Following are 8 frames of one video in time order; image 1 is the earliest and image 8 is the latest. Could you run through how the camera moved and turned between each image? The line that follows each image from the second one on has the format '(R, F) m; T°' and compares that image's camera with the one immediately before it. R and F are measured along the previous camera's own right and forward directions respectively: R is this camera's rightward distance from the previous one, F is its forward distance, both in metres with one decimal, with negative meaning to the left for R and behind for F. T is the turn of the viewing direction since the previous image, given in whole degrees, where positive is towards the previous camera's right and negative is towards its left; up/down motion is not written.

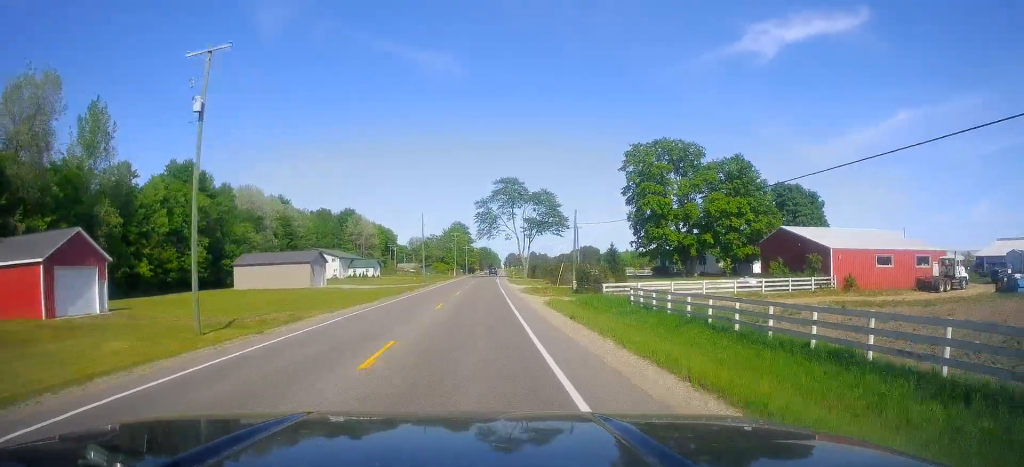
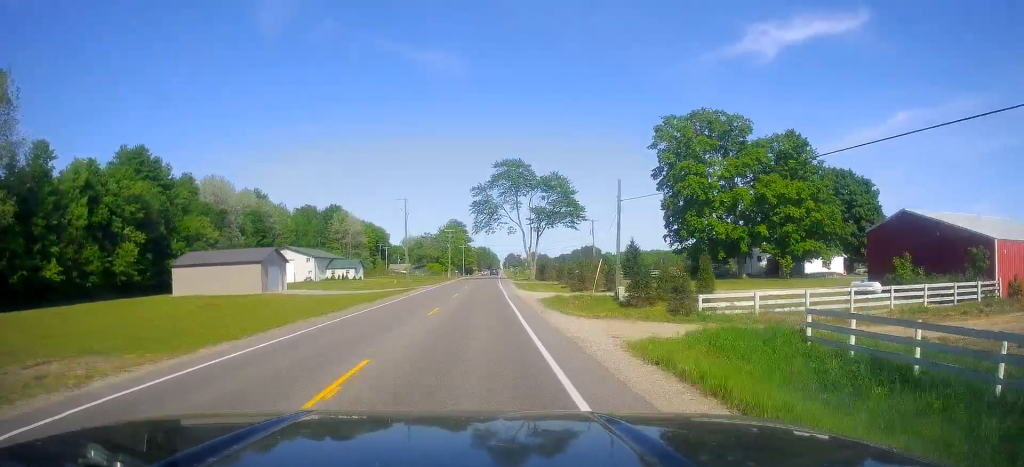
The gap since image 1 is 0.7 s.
(+0.7, +18.9) m; +2°
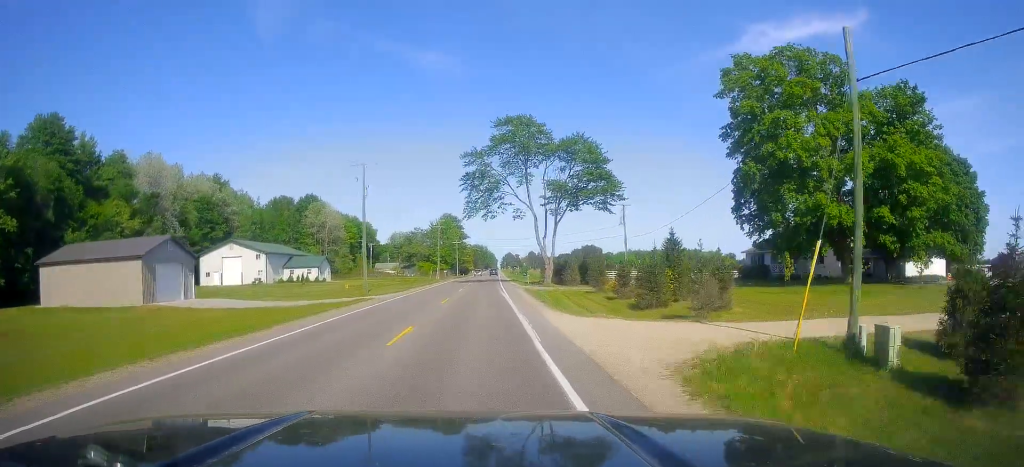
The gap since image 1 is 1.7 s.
(+0.1, +25.1) m; -1°
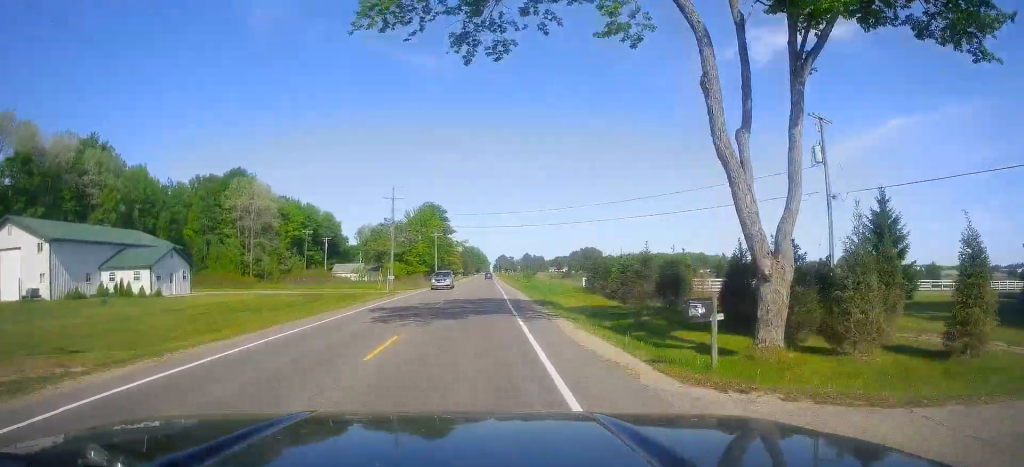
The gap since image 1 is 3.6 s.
(-0.6, +49.1) m; -1°
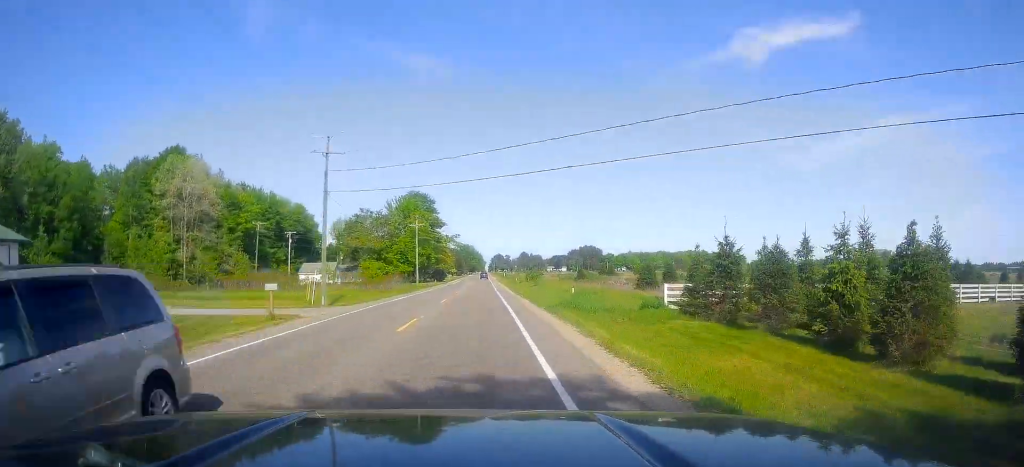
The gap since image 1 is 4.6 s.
(0.0, +26.0) m; +1°
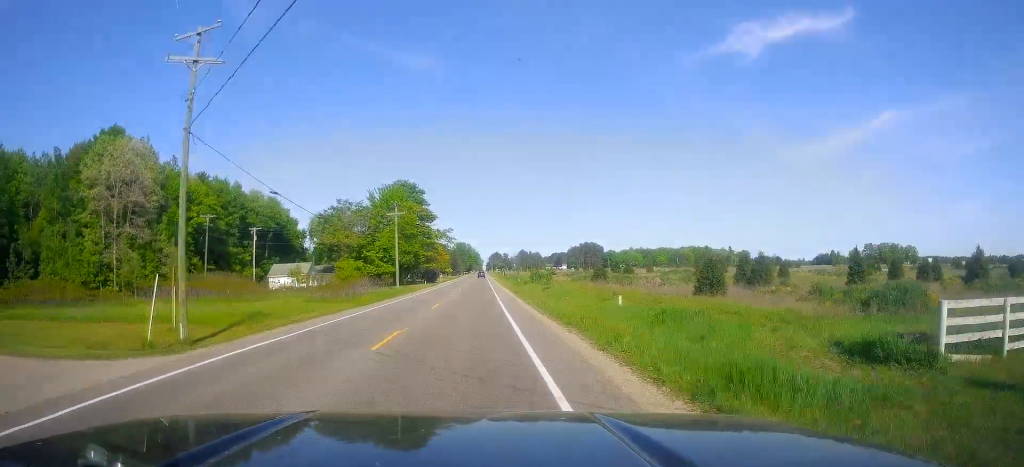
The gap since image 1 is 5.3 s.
(-0.1, +19.1) m; +2°
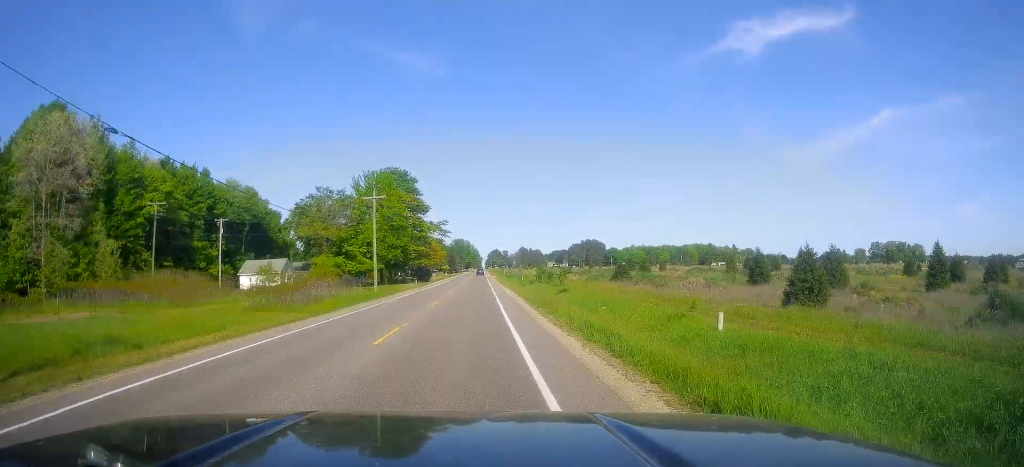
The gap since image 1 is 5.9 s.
(+0.6, +14.8) m; +1°
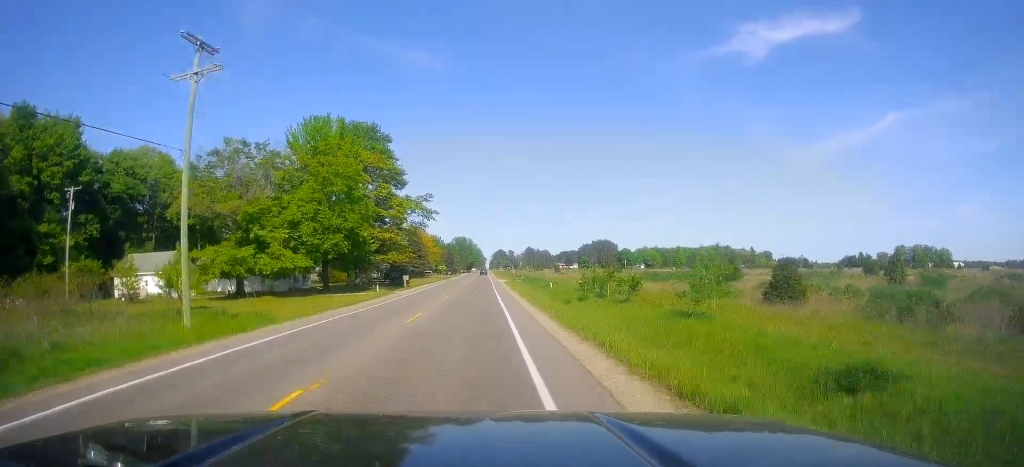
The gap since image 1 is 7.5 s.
(-0.1, +40.9) m; -1°
